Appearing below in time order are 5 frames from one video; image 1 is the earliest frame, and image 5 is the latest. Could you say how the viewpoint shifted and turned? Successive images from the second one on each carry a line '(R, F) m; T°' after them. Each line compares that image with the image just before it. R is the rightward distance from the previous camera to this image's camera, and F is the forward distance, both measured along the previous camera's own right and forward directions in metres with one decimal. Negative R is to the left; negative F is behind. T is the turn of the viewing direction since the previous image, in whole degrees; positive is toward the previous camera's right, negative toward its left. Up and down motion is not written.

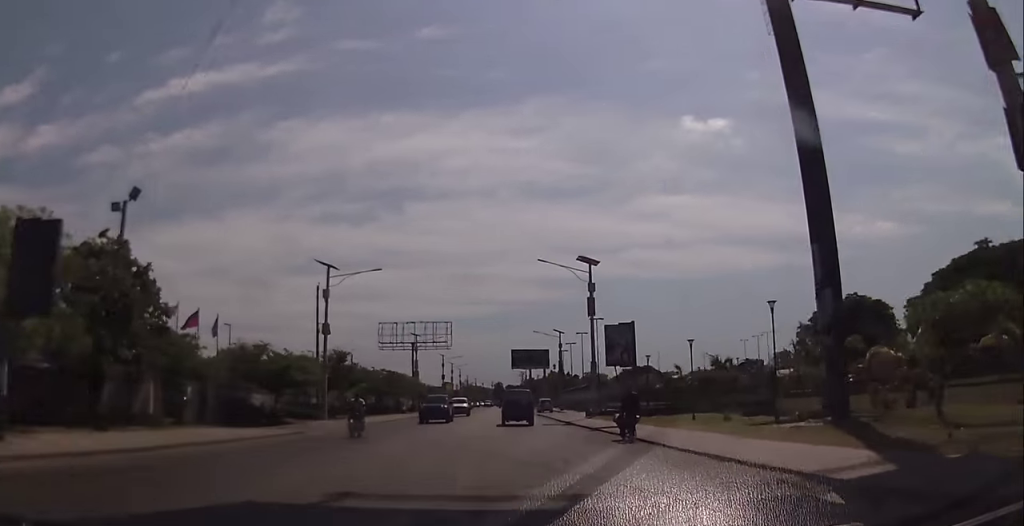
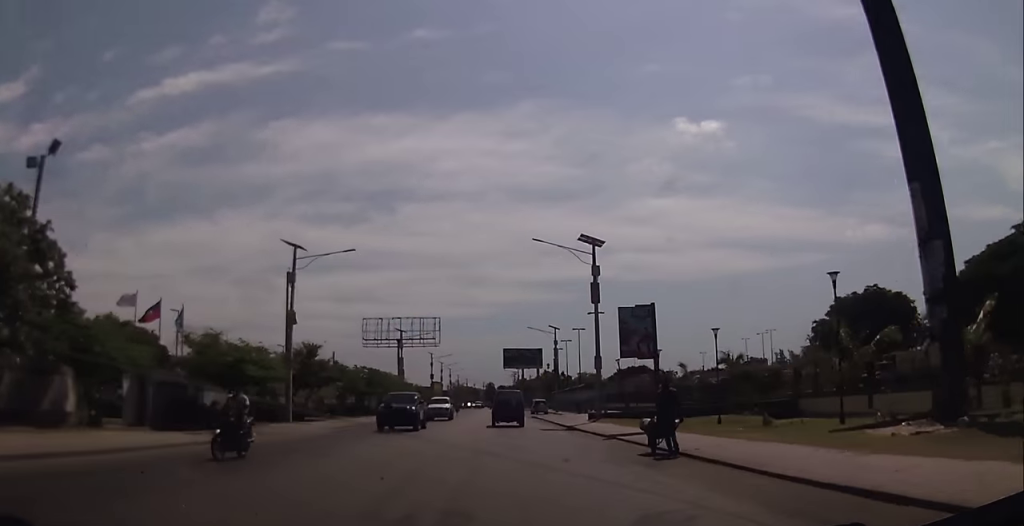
(0.0, +5.8) m; +1°
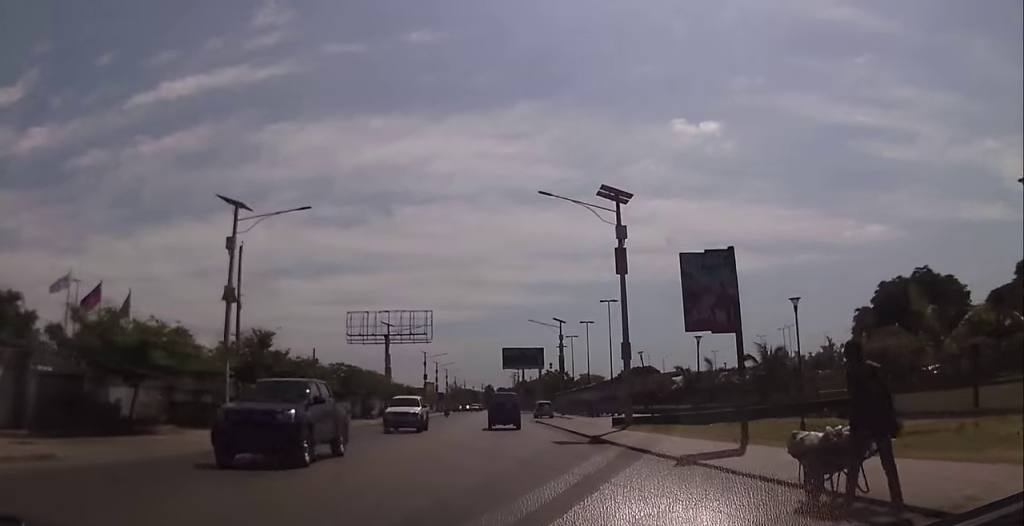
(+0.1, +9.0) m; +1°
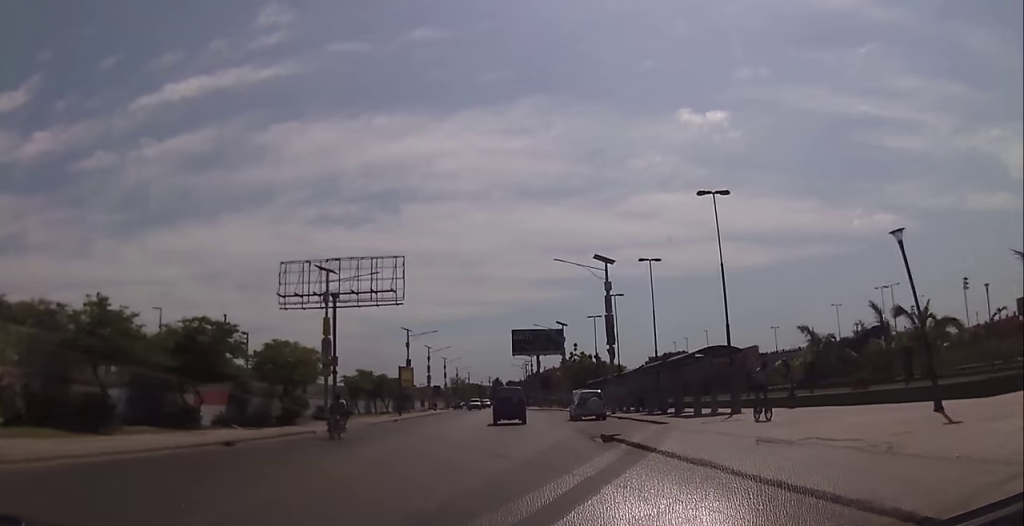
(+0.2, +29.3) m; 0°
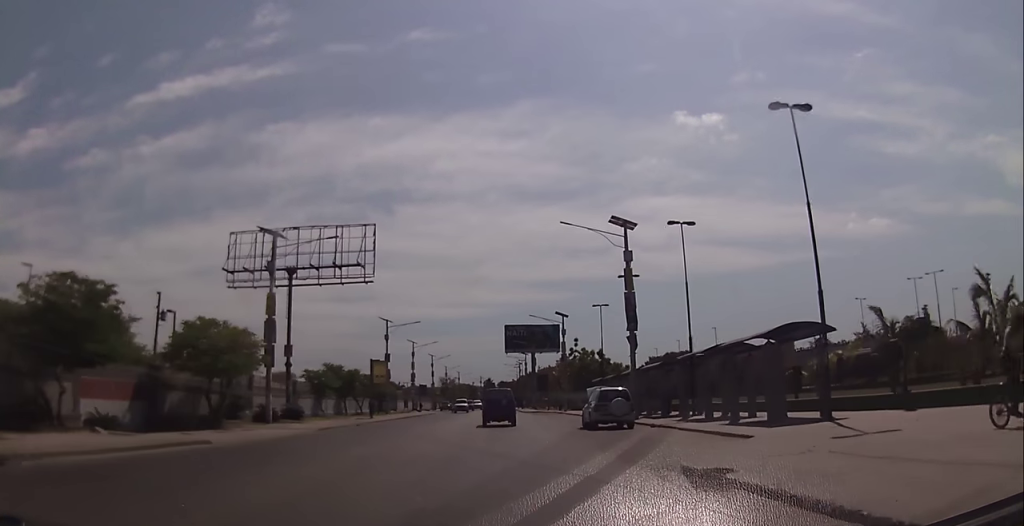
(+0.2, +9.9) m; 0°
